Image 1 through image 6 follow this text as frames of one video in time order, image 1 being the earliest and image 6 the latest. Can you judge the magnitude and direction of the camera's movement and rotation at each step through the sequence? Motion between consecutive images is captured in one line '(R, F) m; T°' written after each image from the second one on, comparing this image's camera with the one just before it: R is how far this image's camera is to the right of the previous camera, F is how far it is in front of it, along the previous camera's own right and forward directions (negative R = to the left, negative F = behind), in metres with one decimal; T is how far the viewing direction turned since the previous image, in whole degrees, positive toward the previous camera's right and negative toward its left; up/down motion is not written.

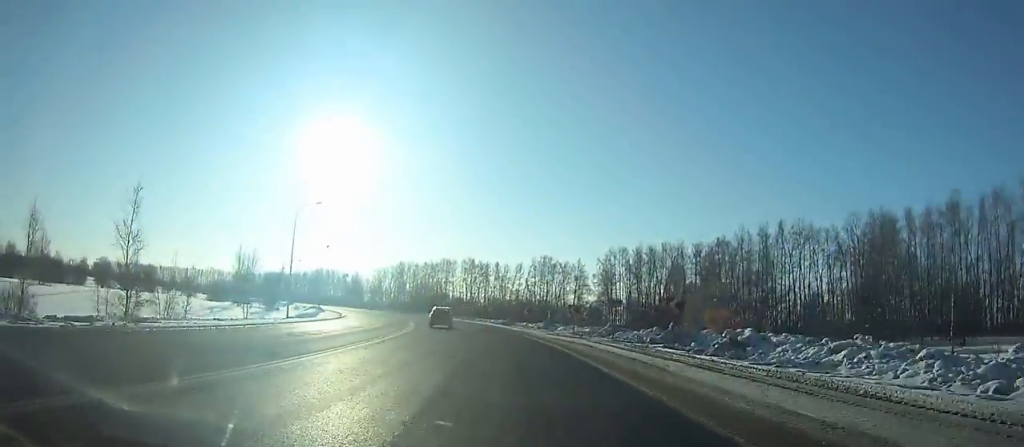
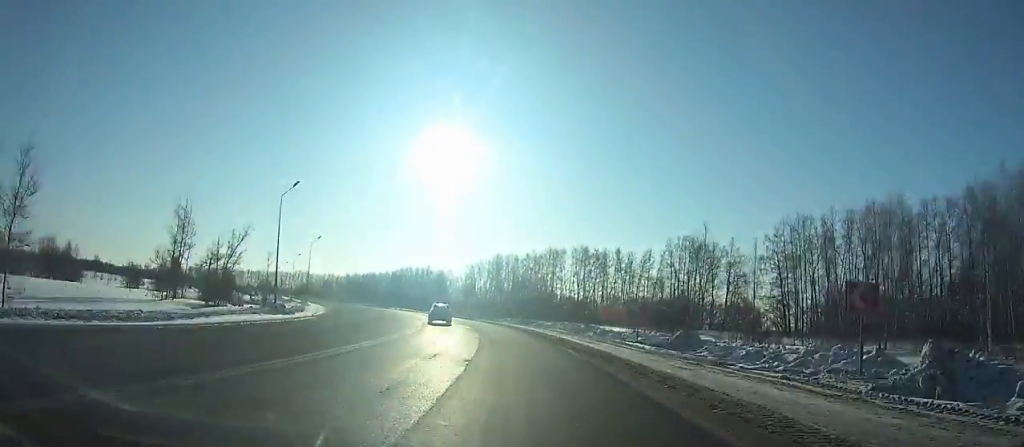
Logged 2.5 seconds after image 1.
(-3.8, +52.2) m; -11°
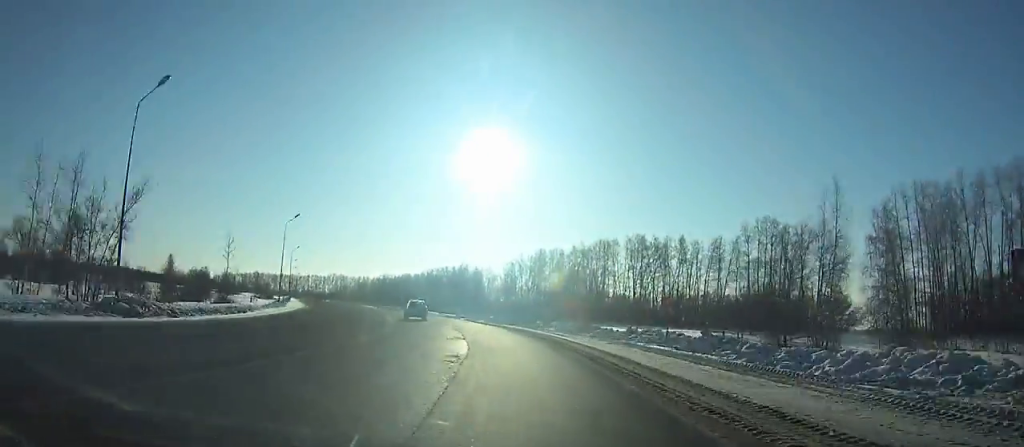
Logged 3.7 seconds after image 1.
(-1.1, +25.3) m; -6°
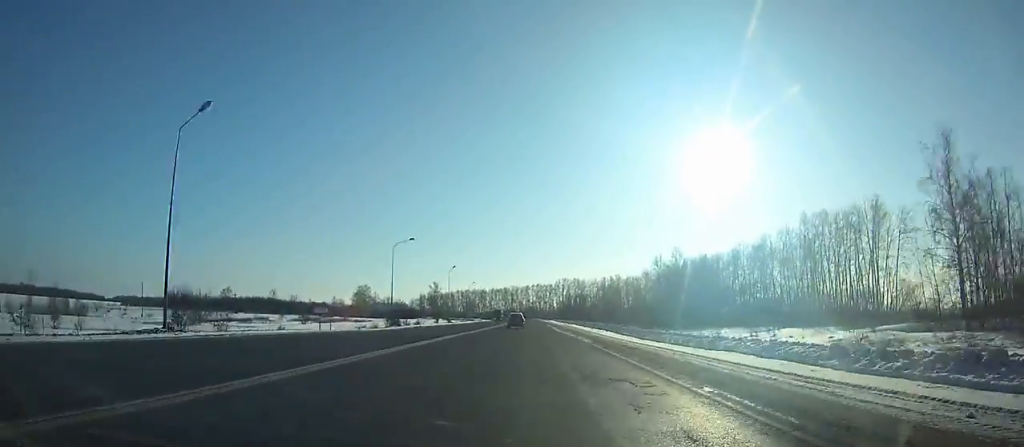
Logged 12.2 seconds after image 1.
(-47.4, +174.3) m; -20°
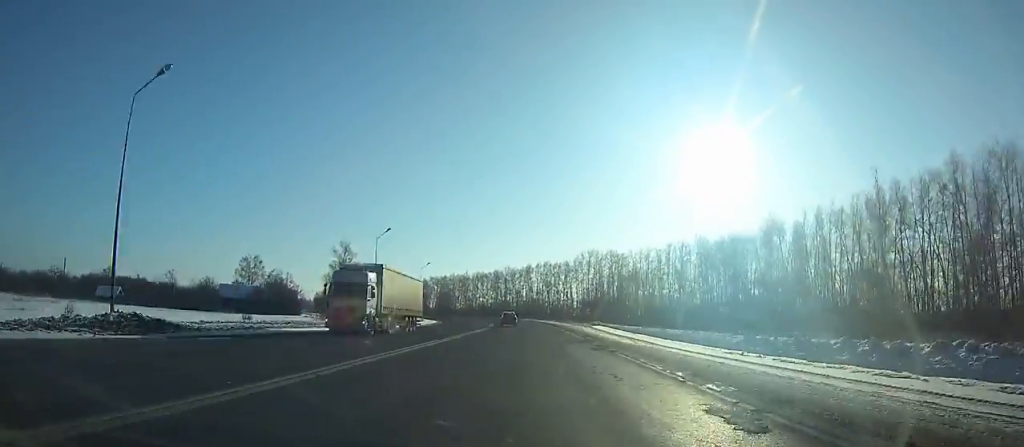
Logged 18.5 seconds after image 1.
(+0.8, +139.3) m; 0°
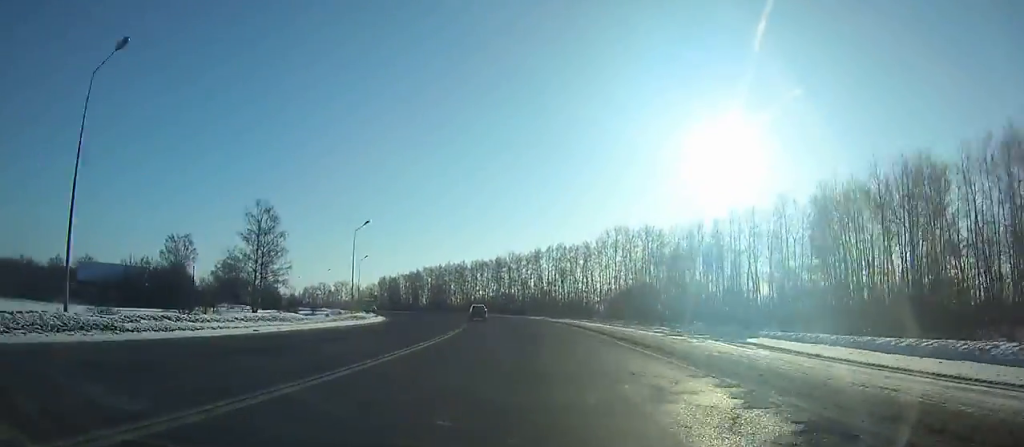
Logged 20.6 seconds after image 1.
(-0.4, +46.9) m; -3°
